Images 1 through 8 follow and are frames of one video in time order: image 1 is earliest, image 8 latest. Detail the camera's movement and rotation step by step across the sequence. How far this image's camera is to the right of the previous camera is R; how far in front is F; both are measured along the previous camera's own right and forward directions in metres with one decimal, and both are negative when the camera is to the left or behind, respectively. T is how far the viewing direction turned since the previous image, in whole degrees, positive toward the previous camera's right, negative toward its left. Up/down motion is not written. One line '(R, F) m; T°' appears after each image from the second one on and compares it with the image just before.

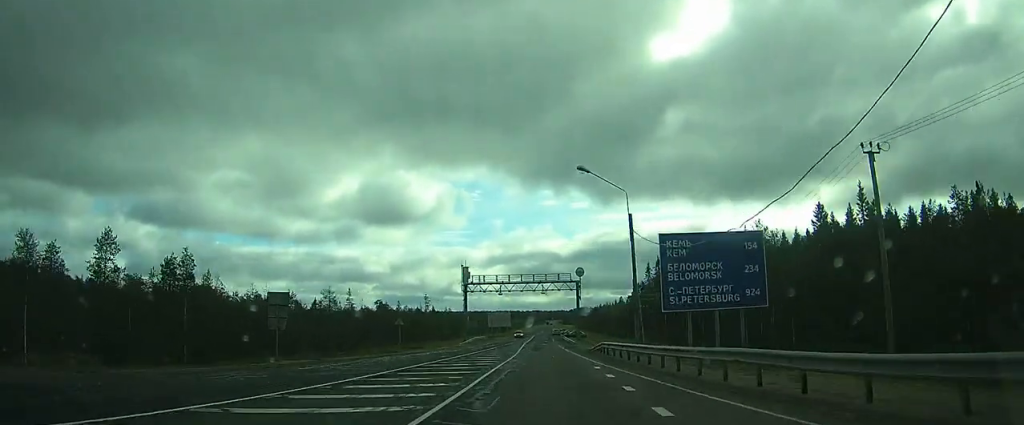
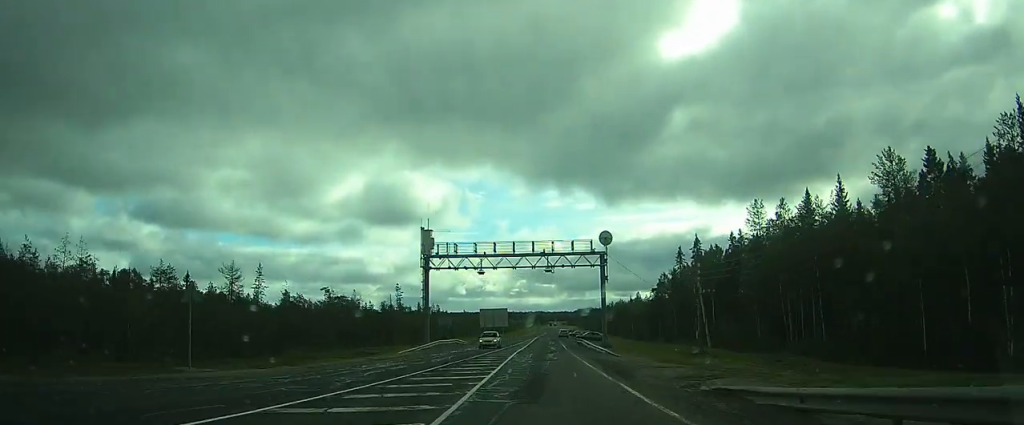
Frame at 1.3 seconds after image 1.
(-0.4, +26.4) m; -1°
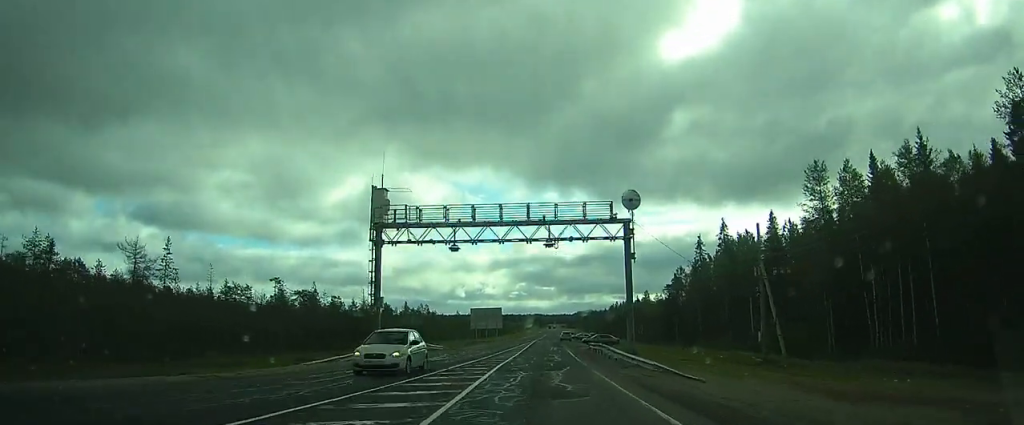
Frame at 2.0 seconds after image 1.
(0.0, +13.5) m; 0°
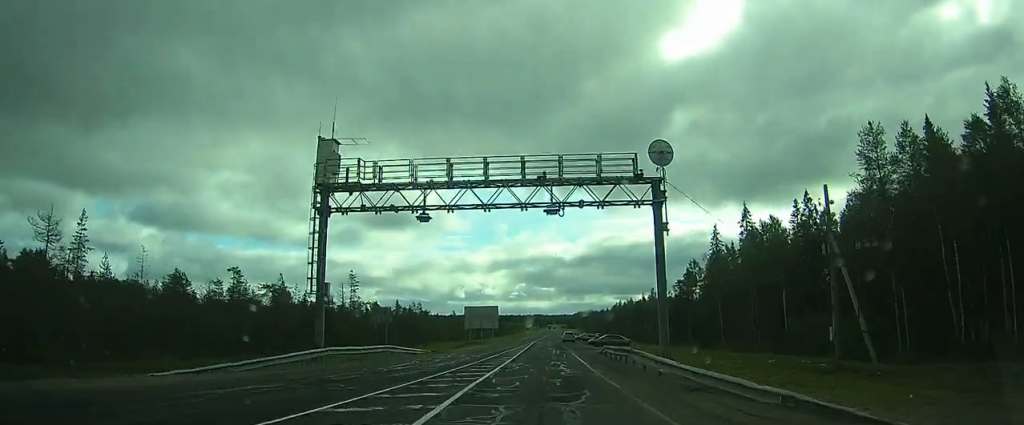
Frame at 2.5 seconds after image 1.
(0.0, +8.3) m; 0°
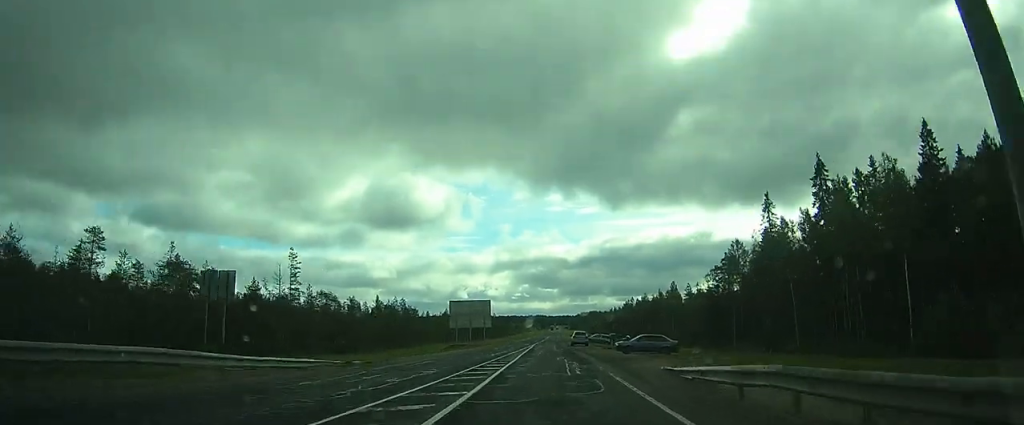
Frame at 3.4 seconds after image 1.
(0.0, +18.2) m; 0°
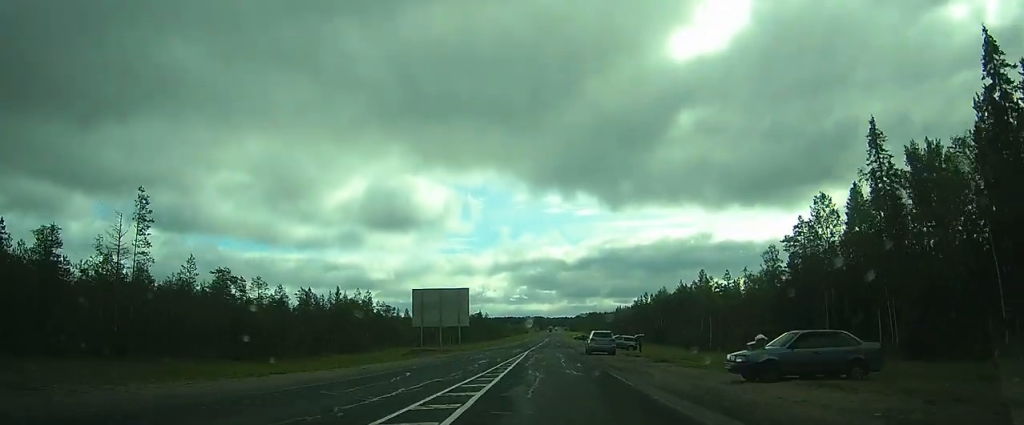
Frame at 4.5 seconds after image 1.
(0.0, +23.4) m; 0°
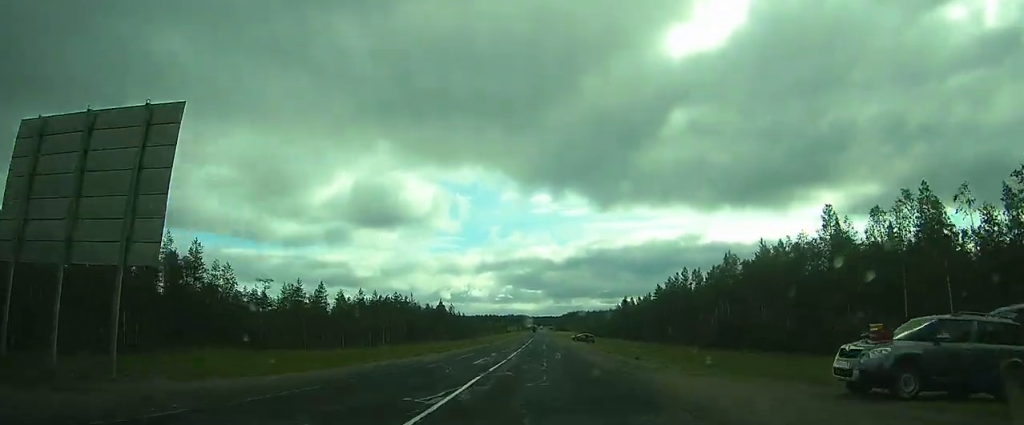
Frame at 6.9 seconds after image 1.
(-0.1, +58.2) m; 0°
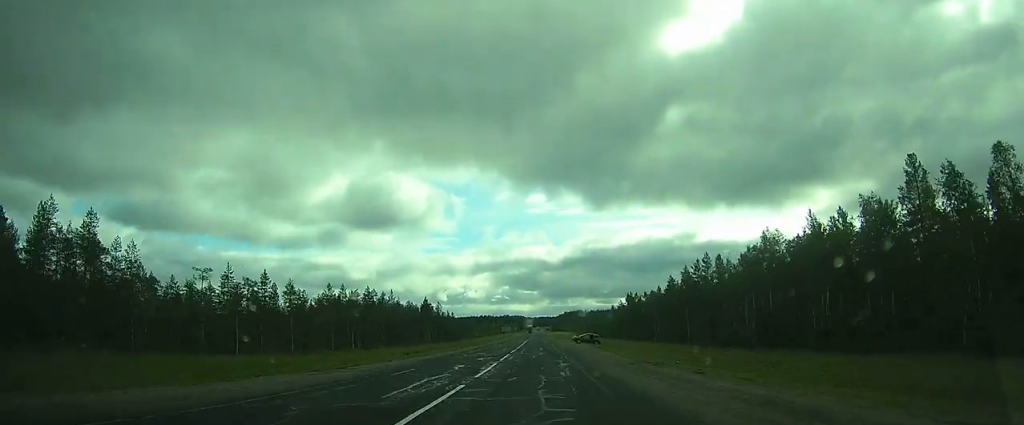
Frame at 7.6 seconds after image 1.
(0.0, +19.0) m; 0°
